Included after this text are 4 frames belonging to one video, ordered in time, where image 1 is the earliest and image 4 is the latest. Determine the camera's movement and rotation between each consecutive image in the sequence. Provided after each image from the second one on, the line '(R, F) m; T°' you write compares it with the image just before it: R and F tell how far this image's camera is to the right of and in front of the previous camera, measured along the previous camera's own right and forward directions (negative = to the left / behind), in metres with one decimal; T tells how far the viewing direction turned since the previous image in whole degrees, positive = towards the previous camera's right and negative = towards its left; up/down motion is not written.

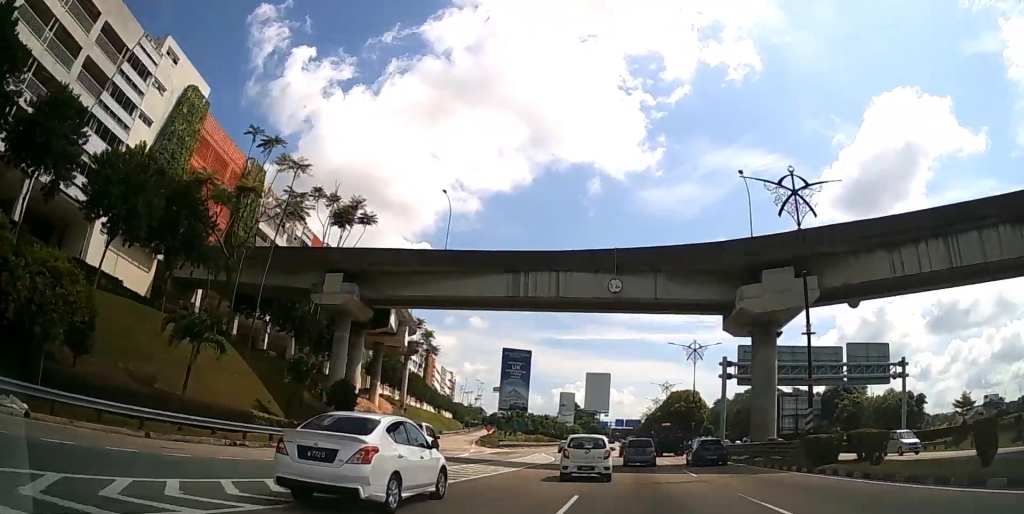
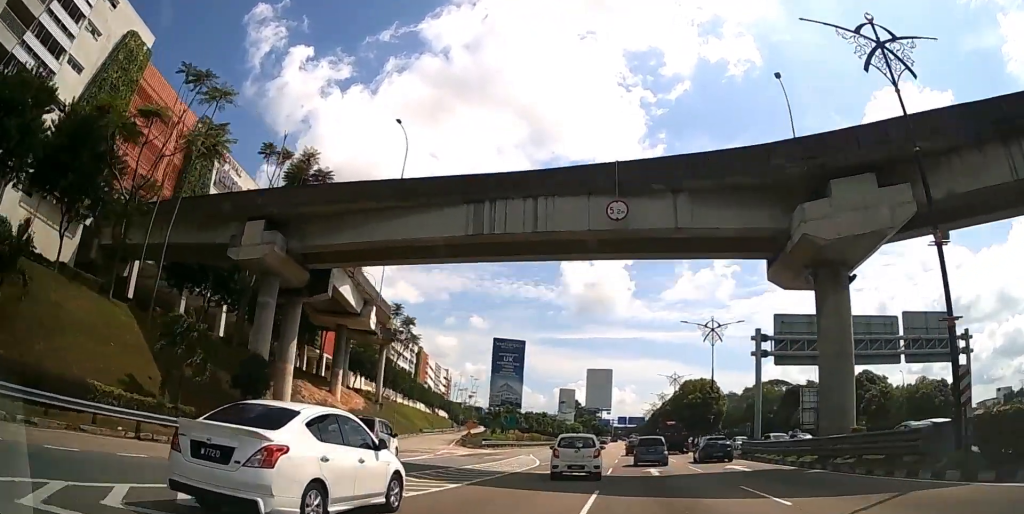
(0.0, +10.8) m; 0°
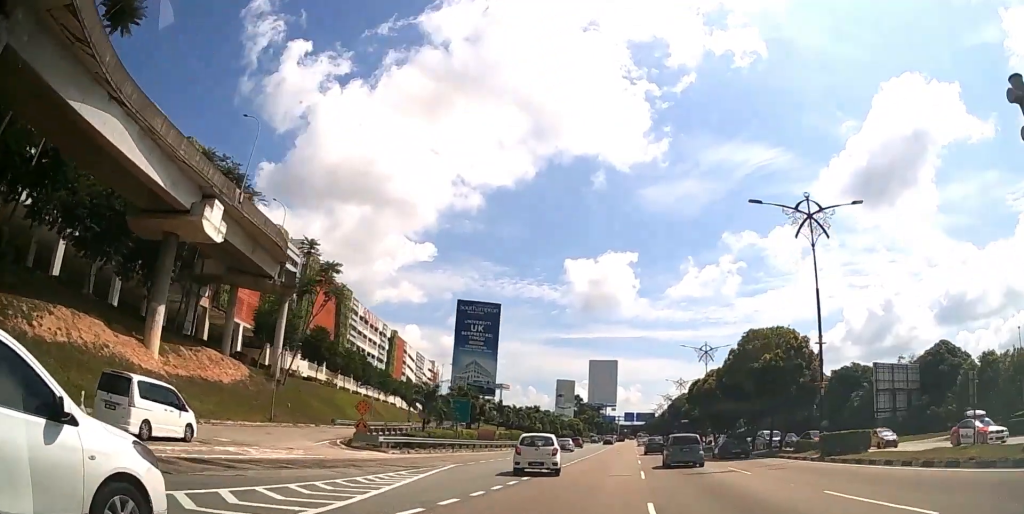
(-0.1, +27.2) m; -1°
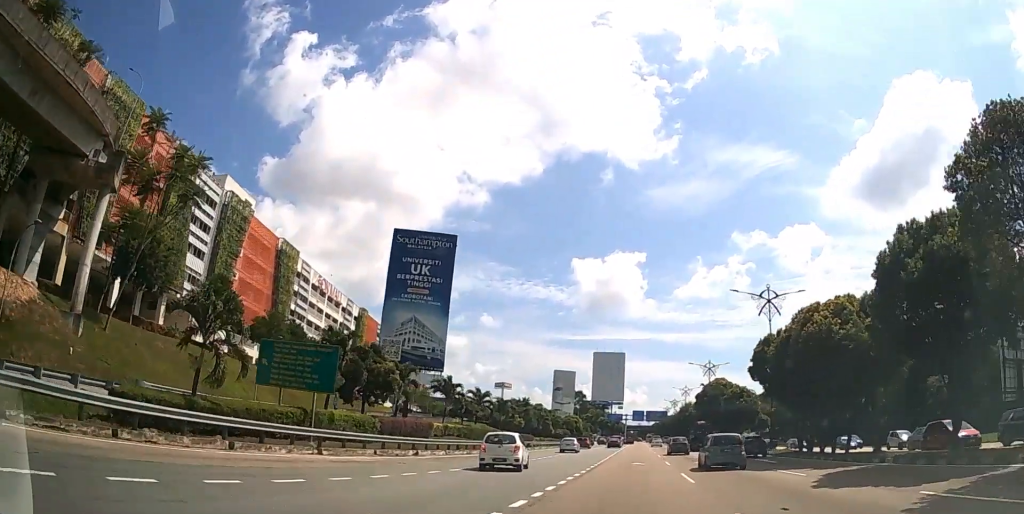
(-0.1, +25.2) m; -1°
